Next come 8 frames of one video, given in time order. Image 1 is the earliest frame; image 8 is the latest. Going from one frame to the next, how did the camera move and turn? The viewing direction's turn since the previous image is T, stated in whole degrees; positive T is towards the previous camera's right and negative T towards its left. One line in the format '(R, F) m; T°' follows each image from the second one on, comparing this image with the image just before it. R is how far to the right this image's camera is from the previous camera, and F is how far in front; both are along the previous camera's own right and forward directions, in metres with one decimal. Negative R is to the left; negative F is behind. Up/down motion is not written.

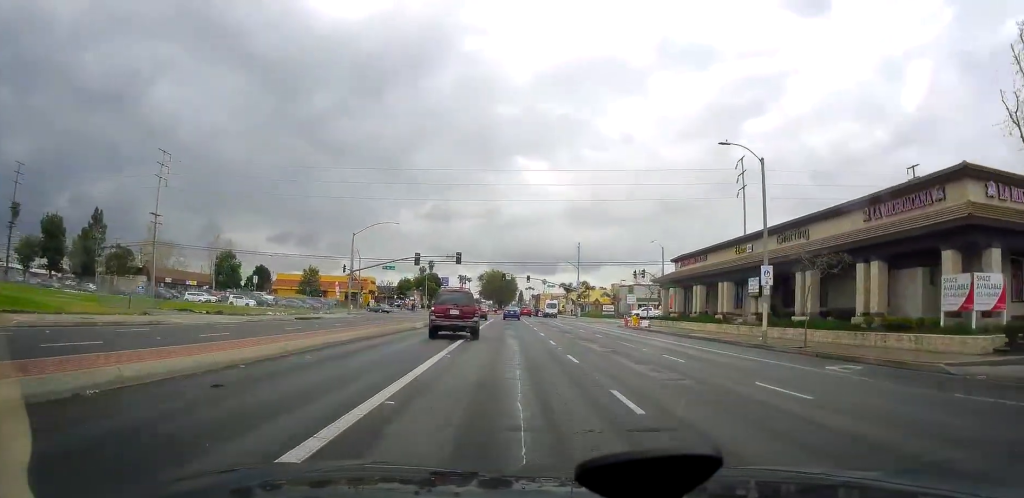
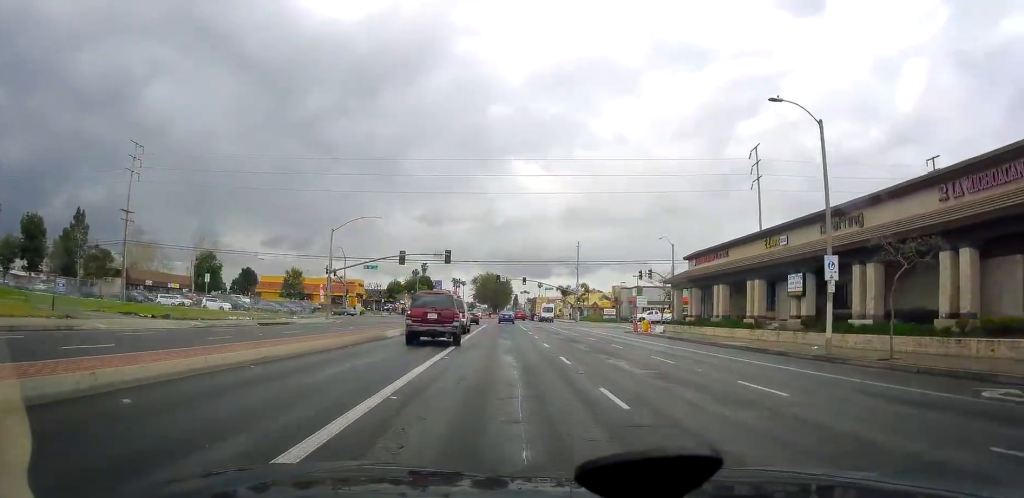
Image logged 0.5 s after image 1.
(0.0, +6.8) m; 0°
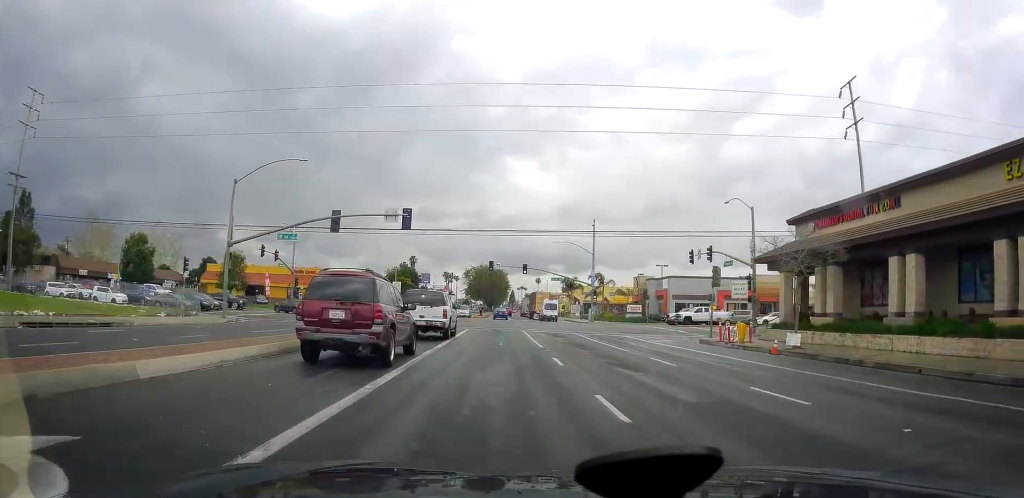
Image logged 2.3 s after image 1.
(0.0, +23.1) m; 0°
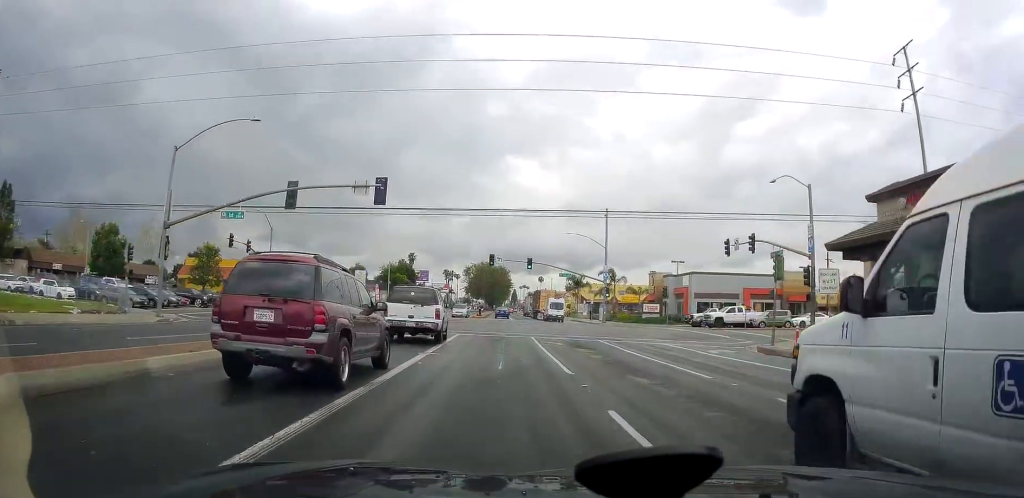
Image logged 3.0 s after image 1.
(0.0, +8.7) m; +1°
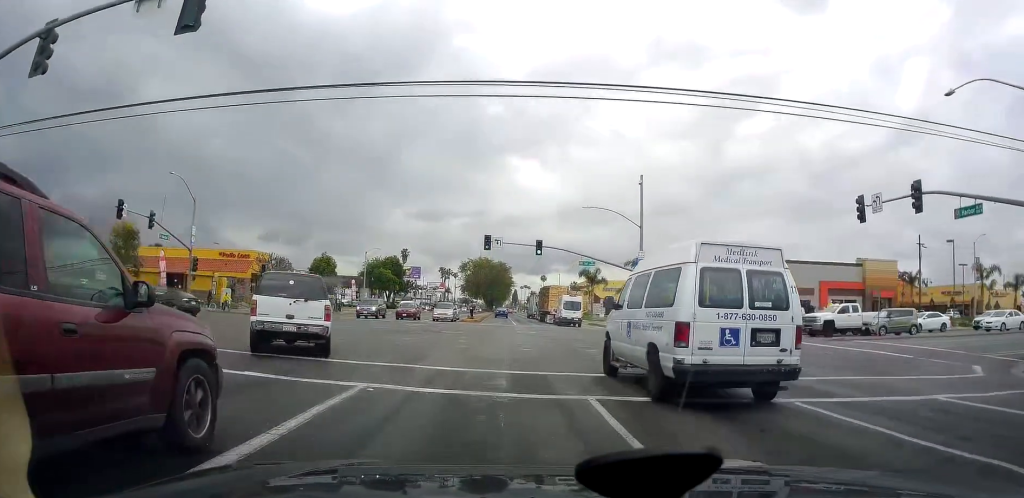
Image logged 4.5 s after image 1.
(+1.0, +19.2) m; +3°
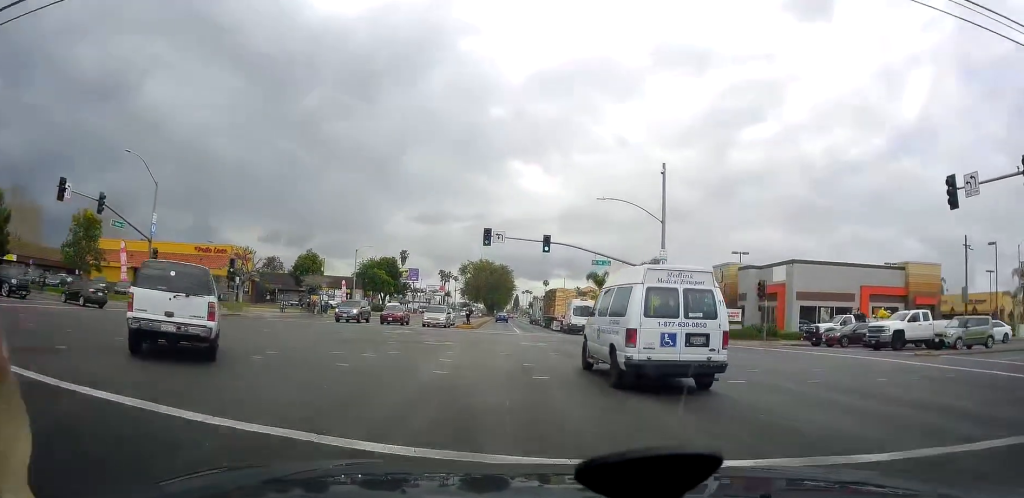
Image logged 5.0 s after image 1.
(0.0, +7.0) m; -1°
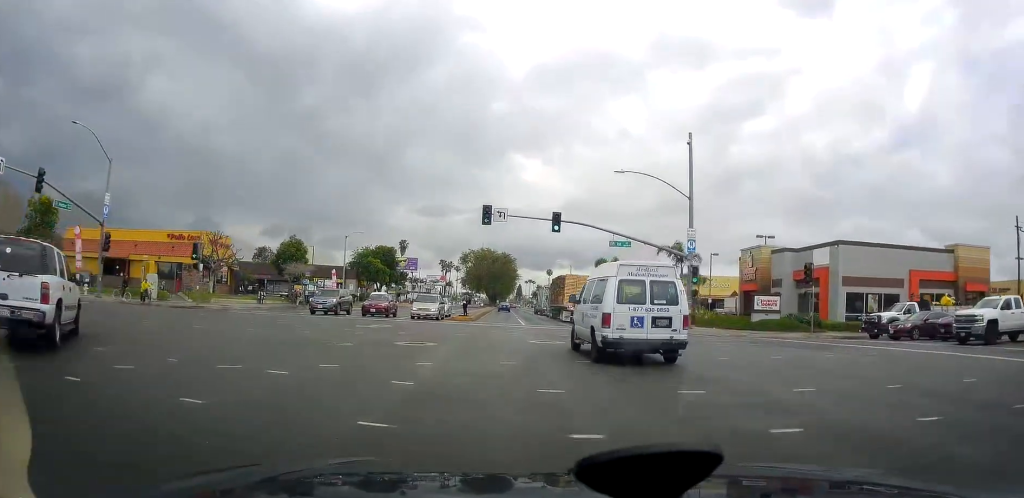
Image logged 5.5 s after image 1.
(-0.3, +6.6) m; -2°
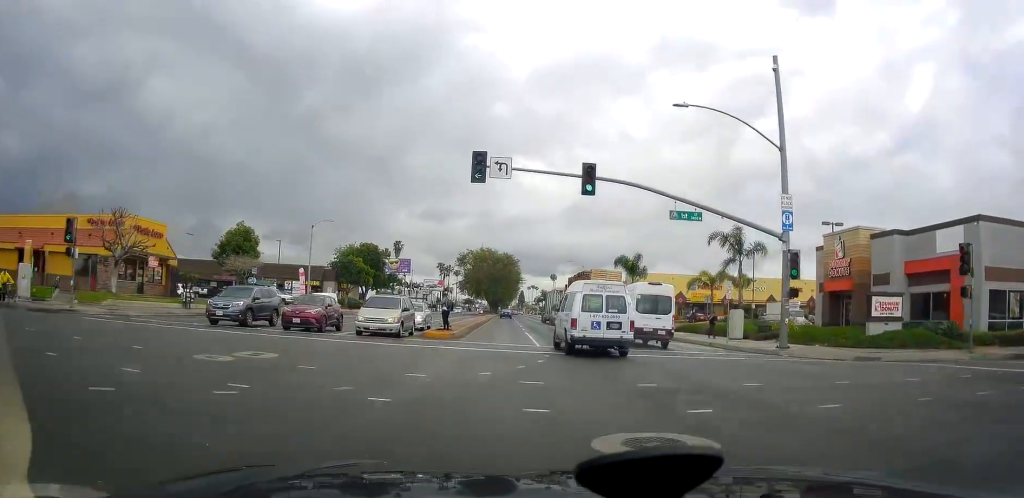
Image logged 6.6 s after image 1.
(-0.2, +14.4) m; -1°
